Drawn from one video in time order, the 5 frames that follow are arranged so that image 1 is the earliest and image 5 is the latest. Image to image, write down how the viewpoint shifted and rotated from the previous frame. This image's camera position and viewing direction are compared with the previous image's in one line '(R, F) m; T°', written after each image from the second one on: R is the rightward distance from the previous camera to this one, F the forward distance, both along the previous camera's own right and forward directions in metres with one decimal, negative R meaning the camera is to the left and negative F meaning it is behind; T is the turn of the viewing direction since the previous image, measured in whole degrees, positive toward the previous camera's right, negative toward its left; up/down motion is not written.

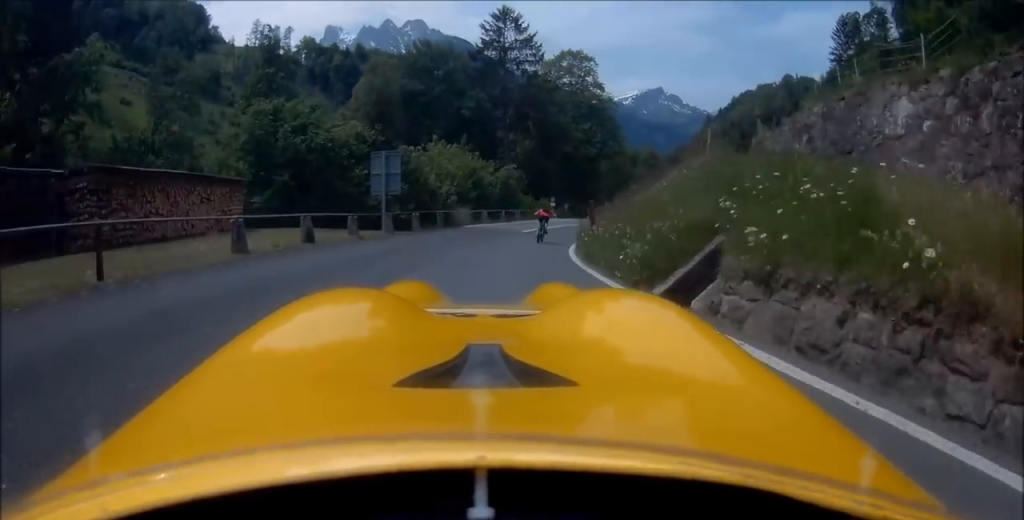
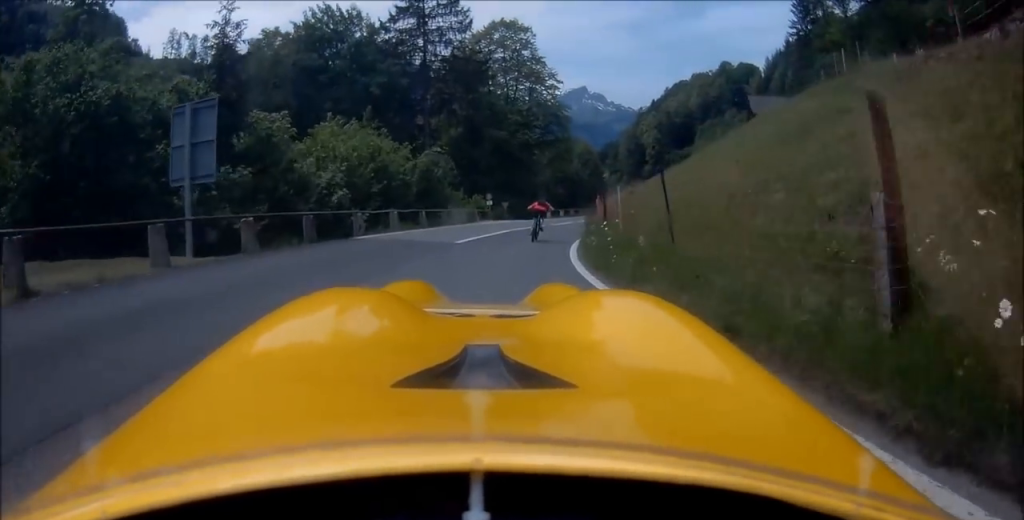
(0.0, +12.4) m; +4°
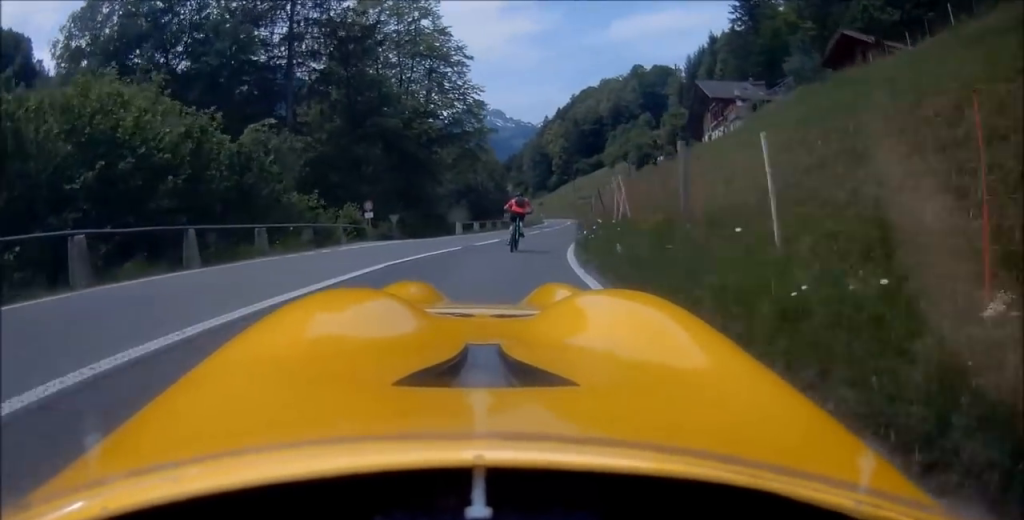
(+0.8, +14.2) m; +8°
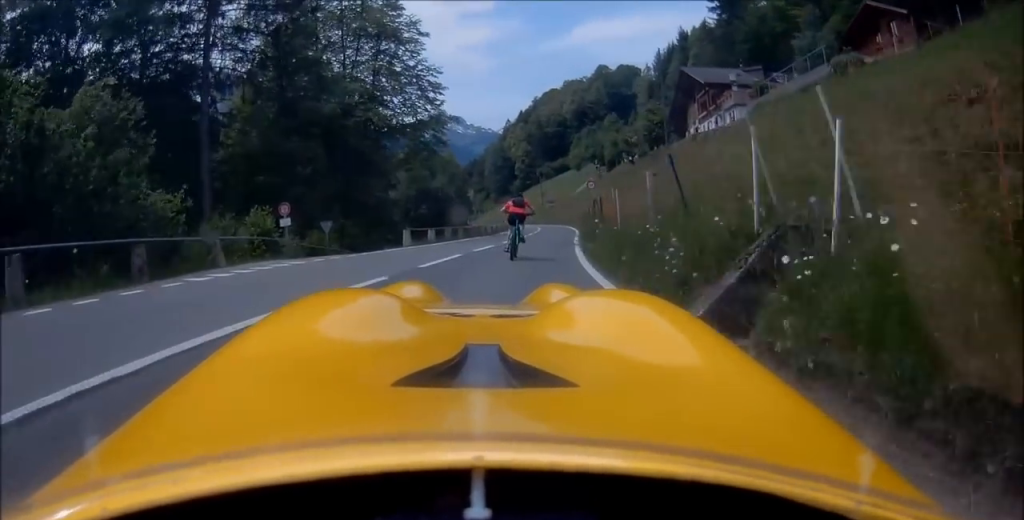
(+0.6, +7.4) m; +3°
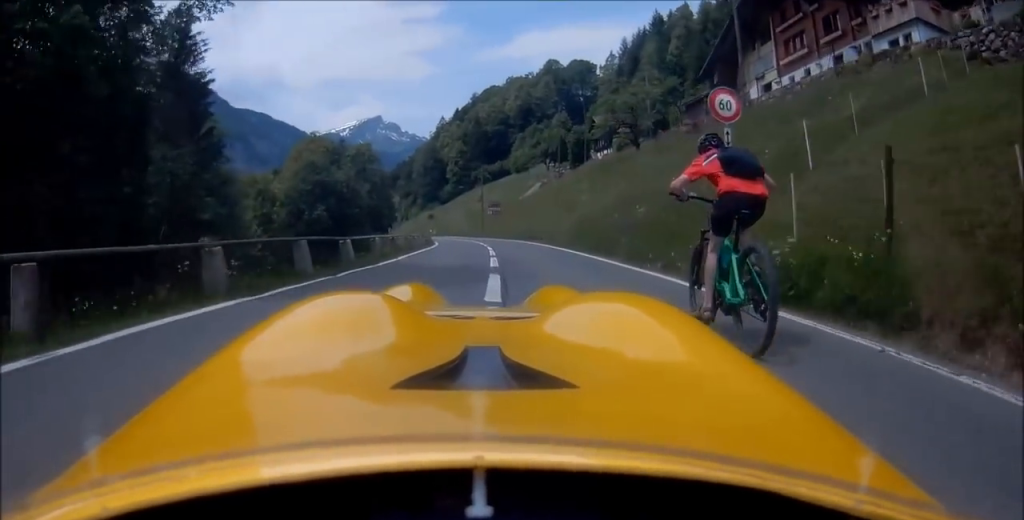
(+2.6, +27.5) m; +10°
